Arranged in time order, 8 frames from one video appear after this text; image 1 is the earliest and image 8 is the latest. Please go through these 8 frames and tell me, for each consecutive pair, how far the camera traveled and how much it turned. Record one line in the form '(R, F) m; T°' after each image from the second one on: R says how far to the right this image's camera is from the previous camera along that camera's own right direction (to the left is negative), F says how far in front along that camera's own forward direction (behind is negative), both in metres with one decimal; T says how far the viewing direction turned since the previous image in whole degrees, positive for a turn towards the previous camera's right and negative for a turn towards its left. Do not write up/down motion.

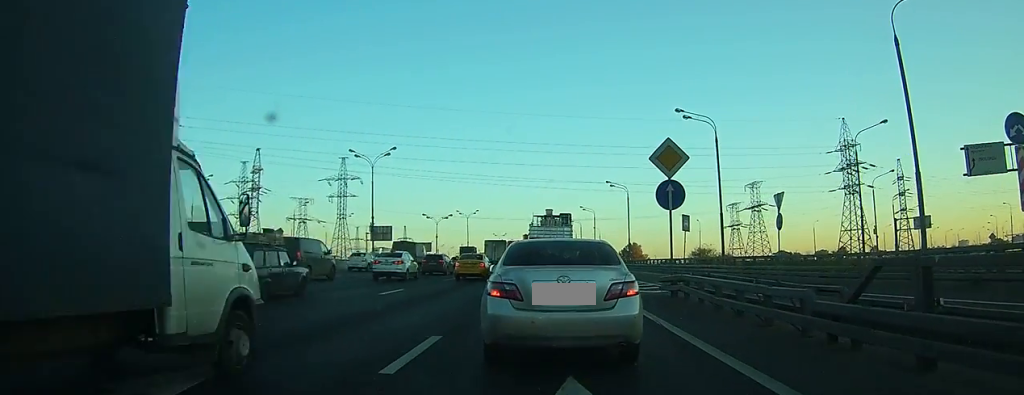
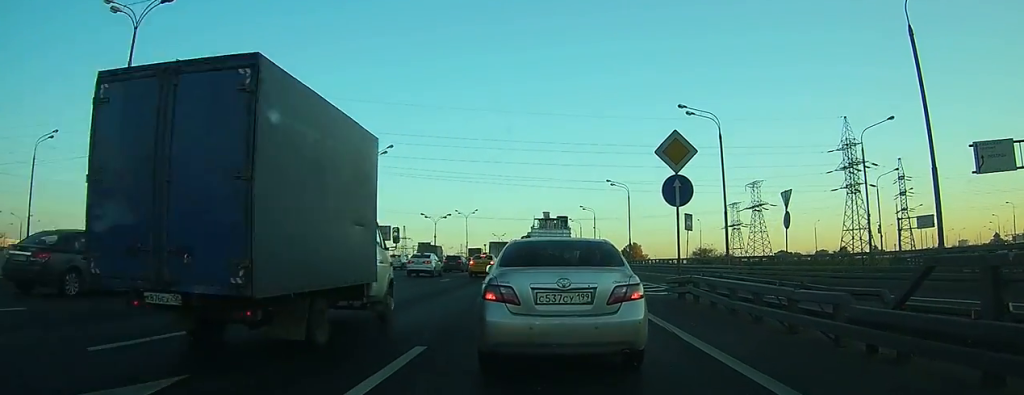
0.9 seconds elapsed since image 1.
(0.0, +2.6) m; 0°
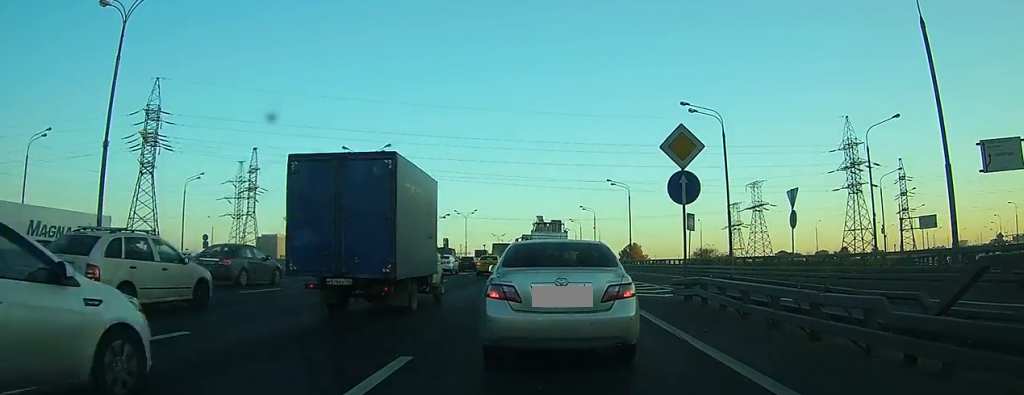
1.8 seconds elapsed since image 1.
(0.0, +2.1) m; -1°
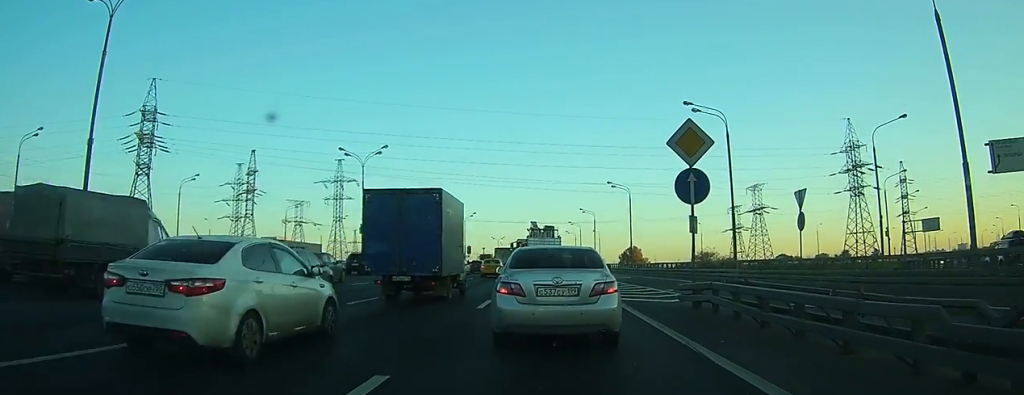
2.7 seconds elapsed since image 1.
(0.0, +2.2) m; -1°
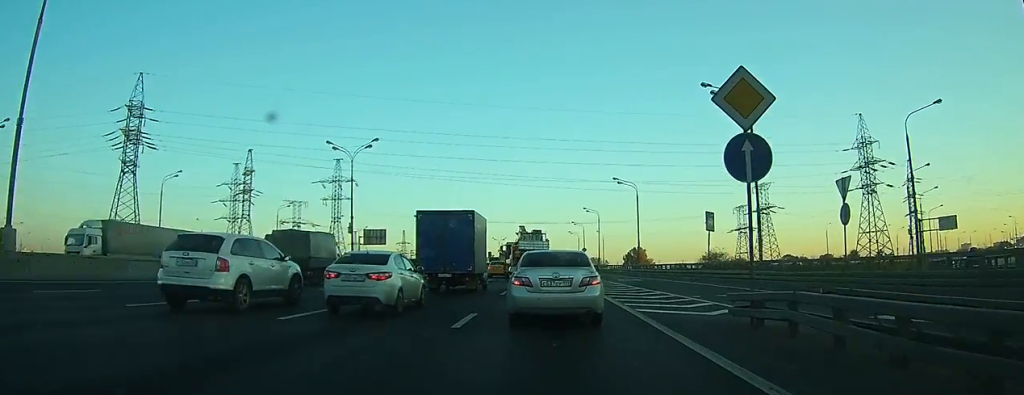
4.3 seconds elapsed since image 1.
(-0.1, +4.4) m; -2°
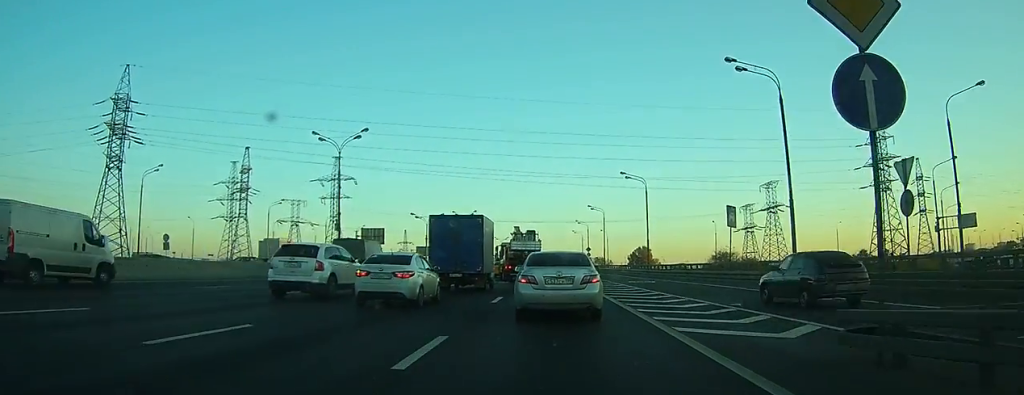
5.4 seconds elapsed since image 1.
(0.0, +3.6) m; 0°
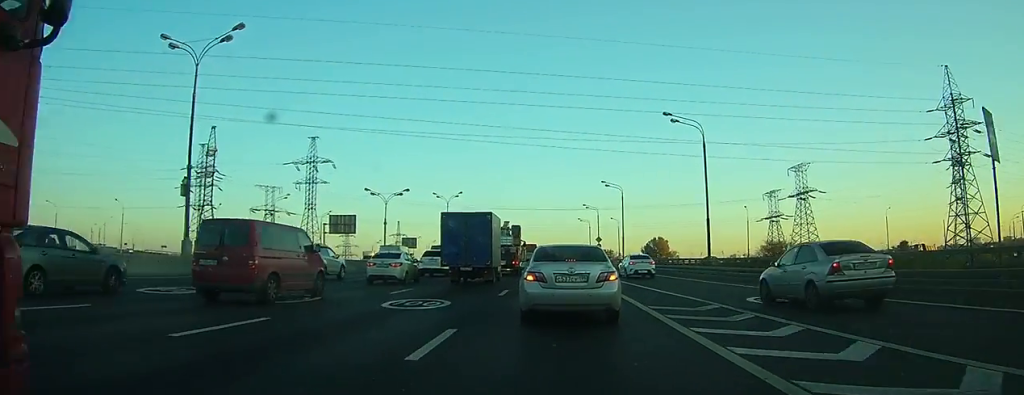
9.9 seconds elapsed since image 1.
(-0.1, +18.6) m; -1°
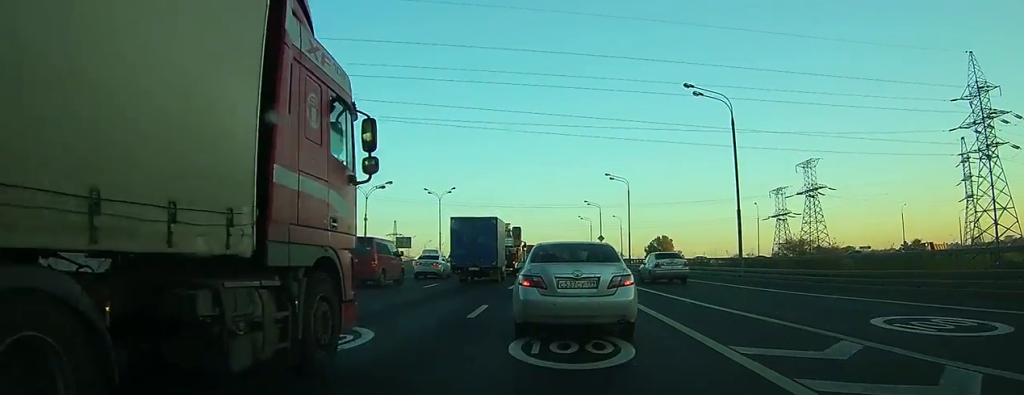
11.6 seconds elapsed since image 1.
(-0.1, +7.7) m; 0°
